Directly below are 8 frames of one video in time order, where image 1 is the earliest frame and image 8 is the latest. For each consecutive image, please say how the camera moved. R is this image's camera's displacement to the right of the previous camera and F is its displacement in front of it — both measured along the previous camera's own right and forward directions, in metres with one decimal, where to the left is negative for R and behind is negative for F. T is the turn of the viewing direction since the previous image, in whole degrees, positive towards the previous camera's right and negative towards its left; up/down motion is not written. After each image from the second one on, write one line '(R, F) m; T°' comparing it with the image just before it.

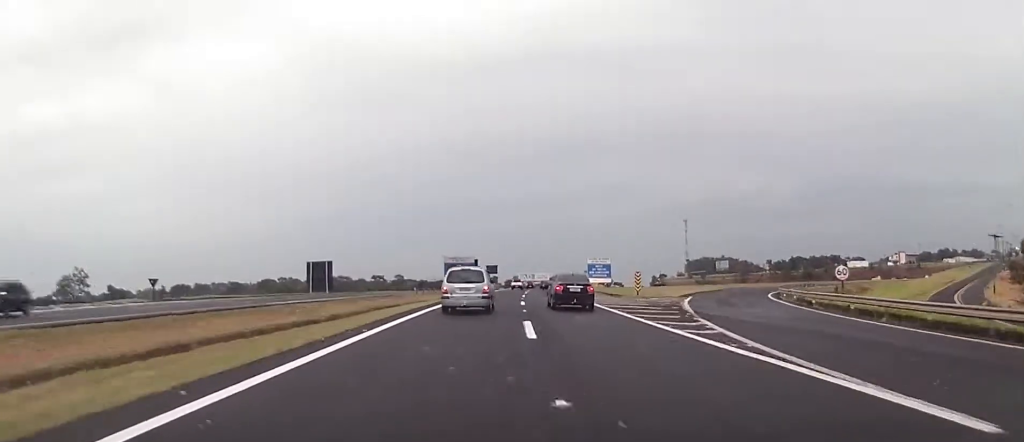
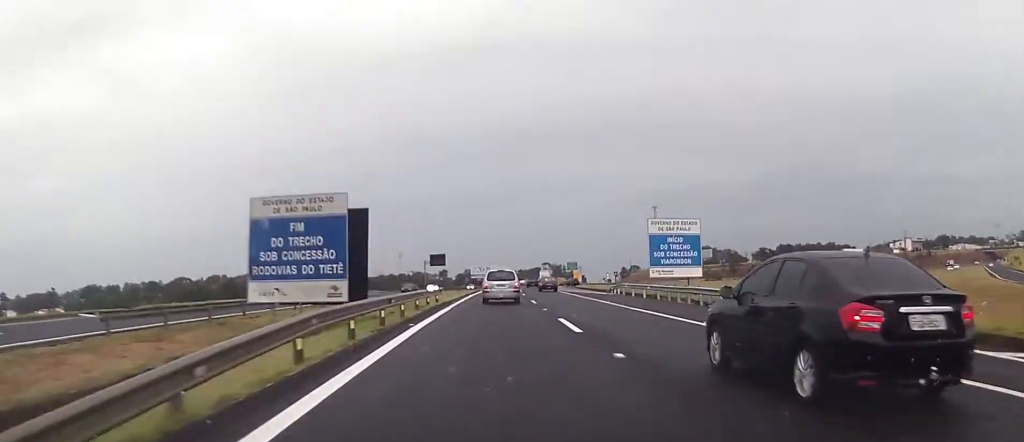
(+0.6, +65.4) m; +2°
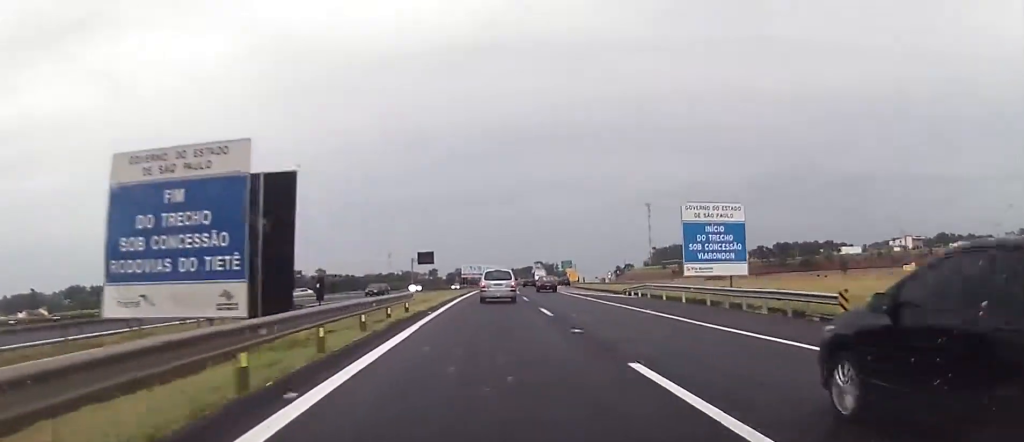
(+0.1, +10.7) m; +1°
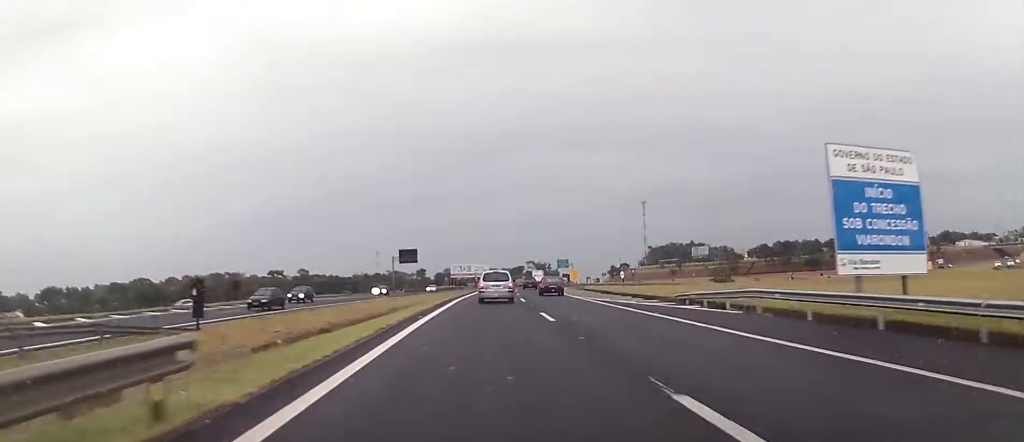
(+0.1, +19.6) m; +1°
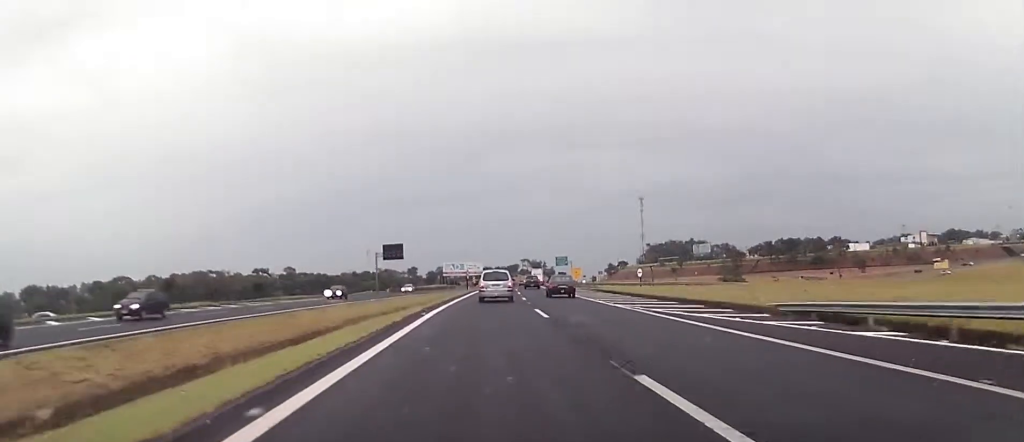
(+0.1, +16.4) m; +1°
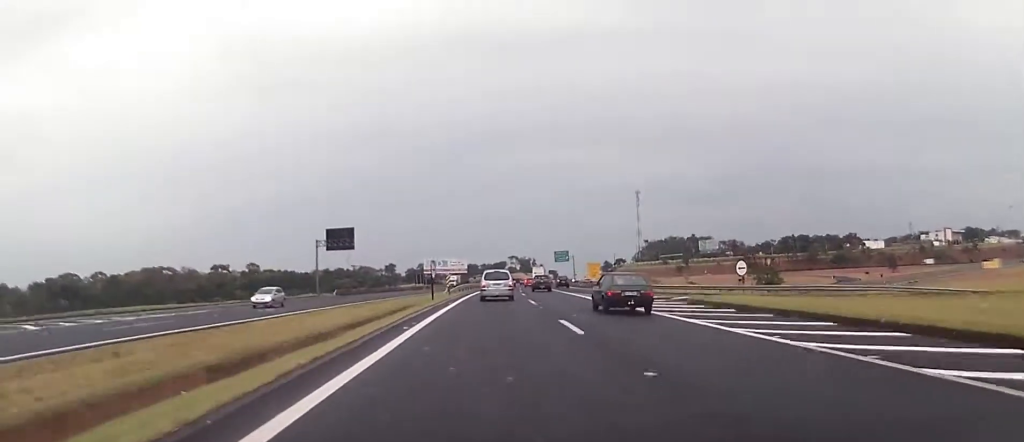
(+1.0, +44.7) m; +2°
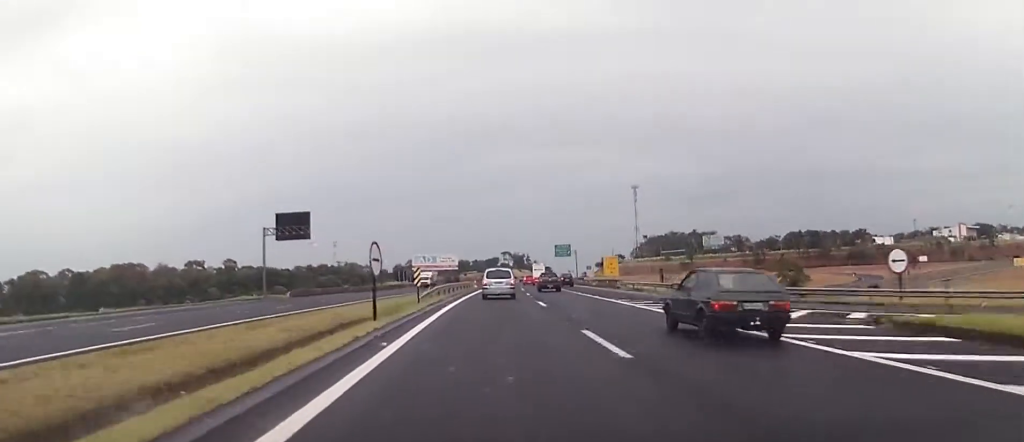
(+0.2, +23.9) m; +1°
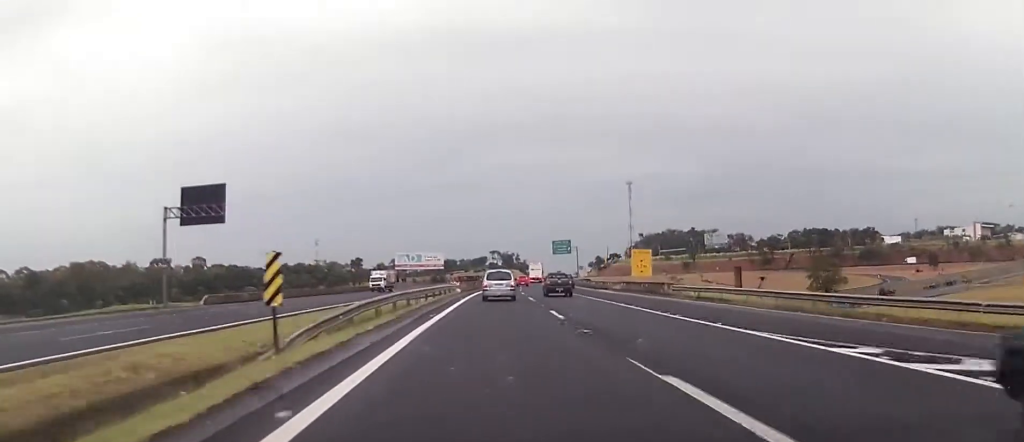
(+0.2, +24.8) m; +1°
